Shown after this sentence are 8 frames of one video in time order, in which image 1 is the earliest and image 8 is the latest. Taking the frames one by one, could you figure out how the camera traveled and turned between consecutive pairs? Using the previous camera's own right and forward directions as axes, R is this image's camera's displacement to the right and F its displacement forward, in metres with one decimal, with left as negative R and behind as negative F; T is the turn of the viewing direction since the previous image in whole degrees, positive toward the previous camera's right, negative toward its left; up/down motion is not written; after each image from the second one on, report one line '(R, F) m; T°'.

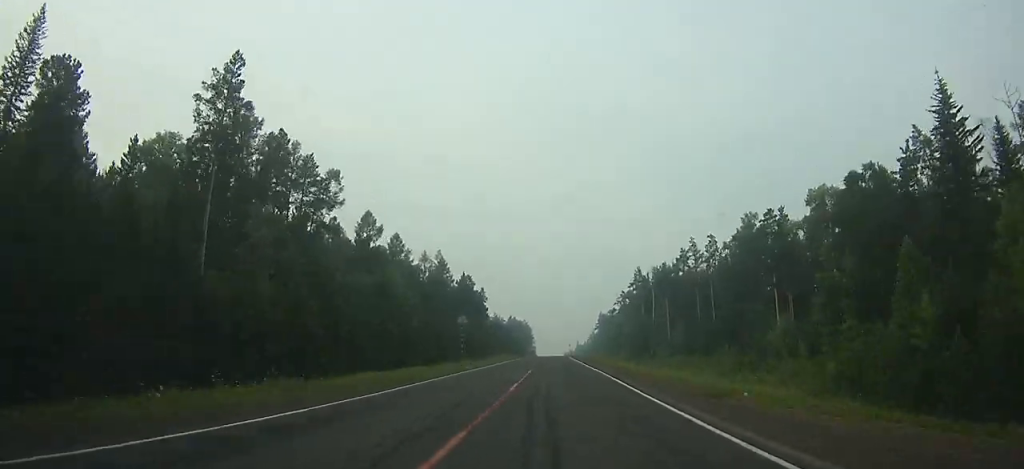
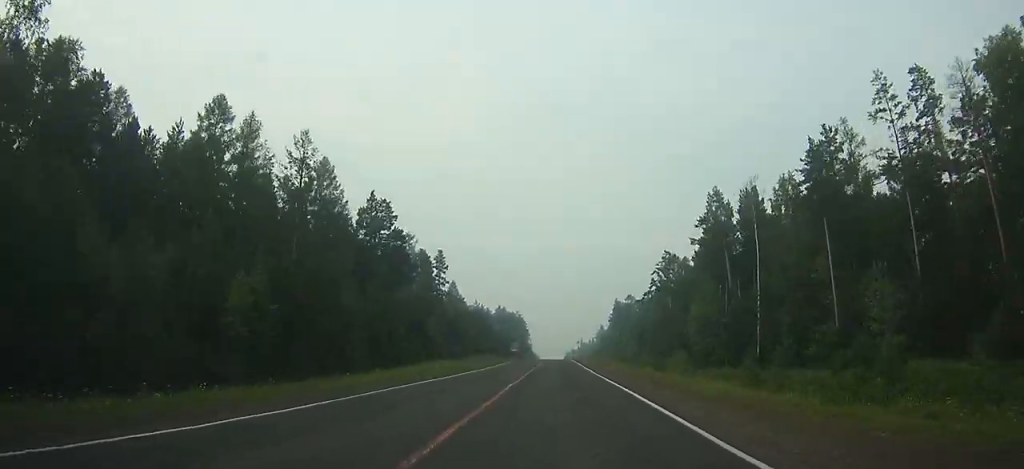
(0.0, +70.1) m; 0°
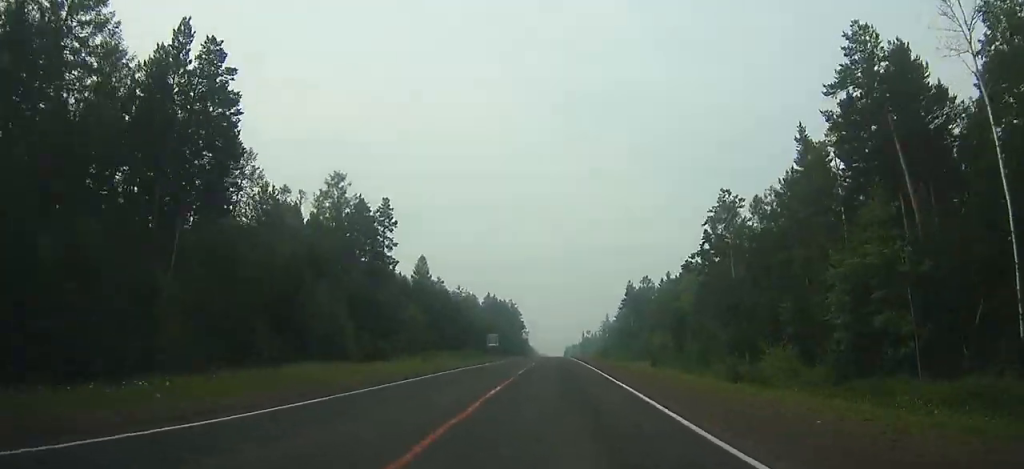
(0.0, +39.5) m; 0°
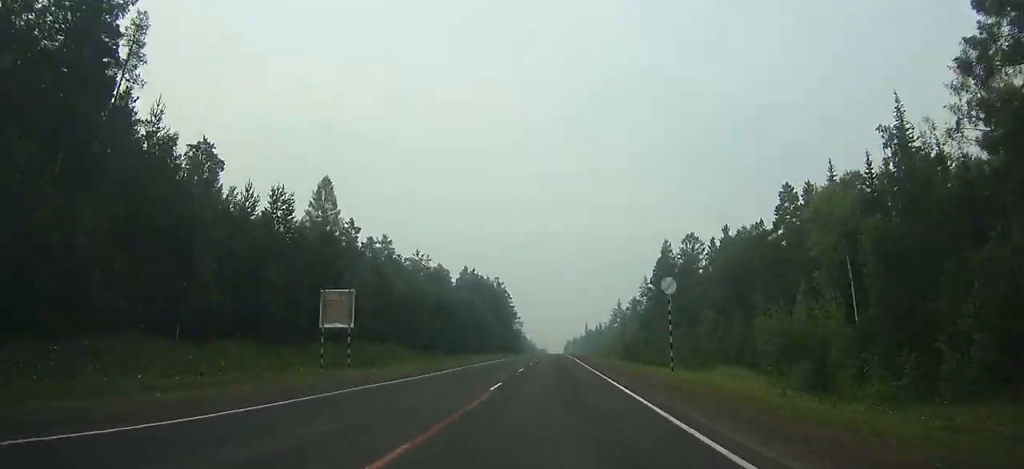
(+0.1, +59.9) m; 0°
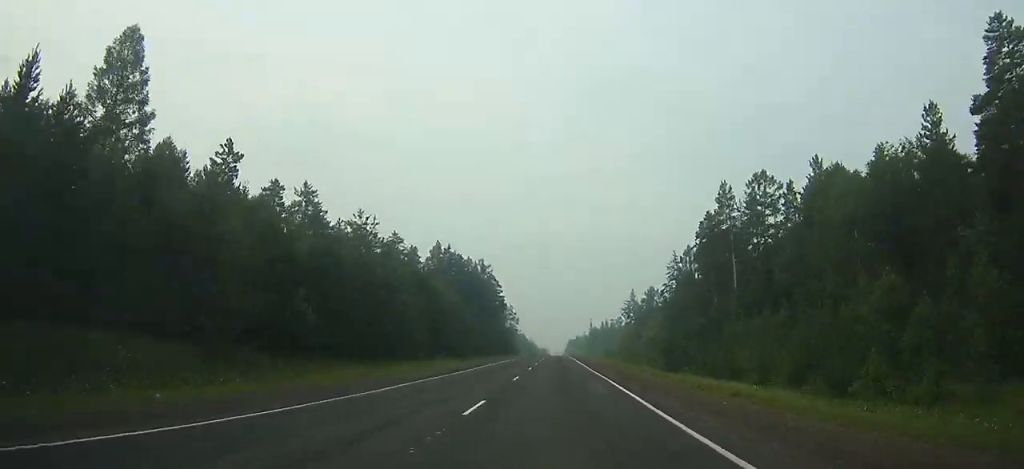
(-0.1, +42.4) m; 0°
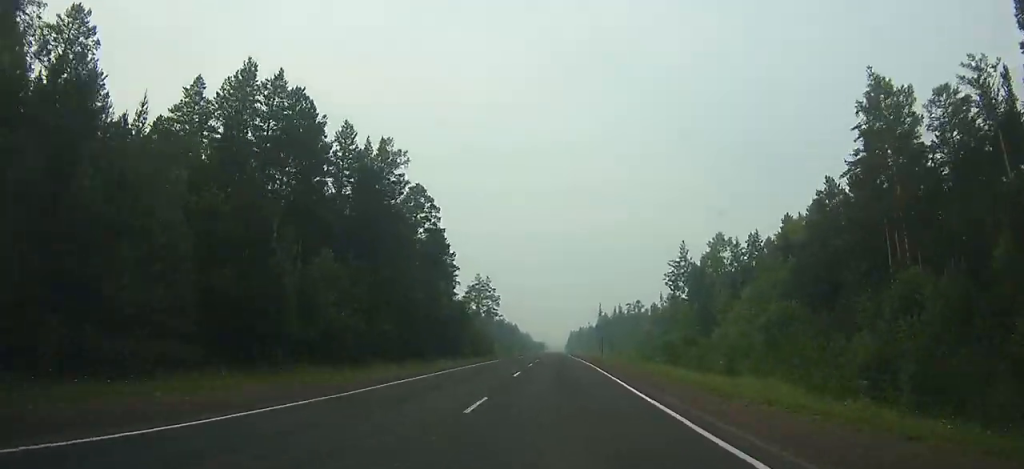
(0.0, +85.1) m; 0°
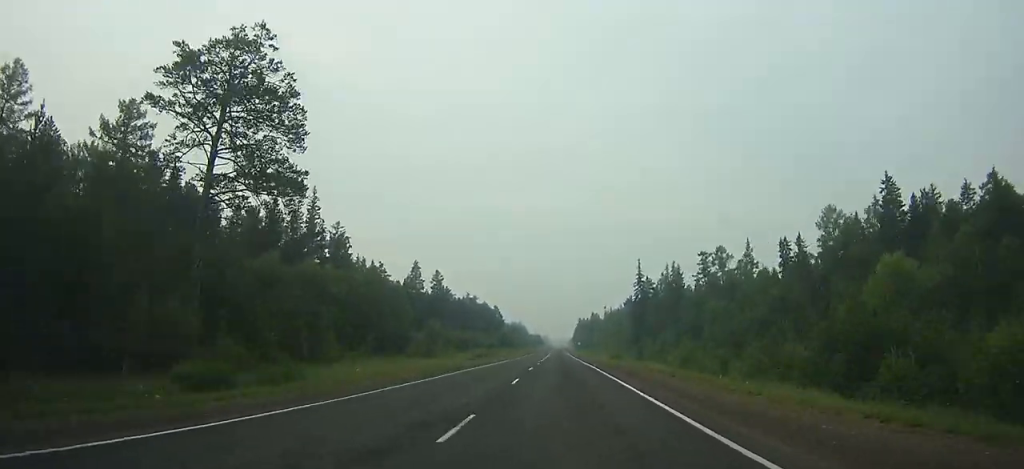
(-0.2, +132.4) m; 0°
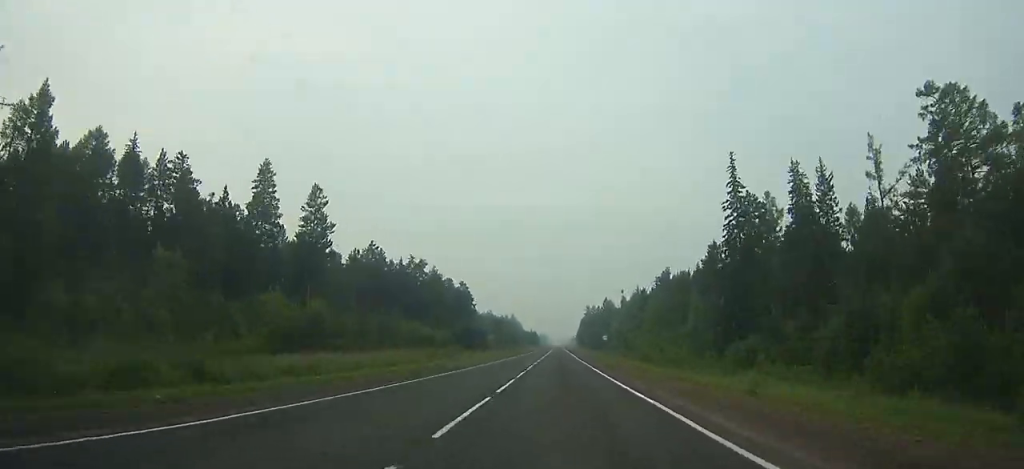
(+0.1, +88.7) m; 0°
